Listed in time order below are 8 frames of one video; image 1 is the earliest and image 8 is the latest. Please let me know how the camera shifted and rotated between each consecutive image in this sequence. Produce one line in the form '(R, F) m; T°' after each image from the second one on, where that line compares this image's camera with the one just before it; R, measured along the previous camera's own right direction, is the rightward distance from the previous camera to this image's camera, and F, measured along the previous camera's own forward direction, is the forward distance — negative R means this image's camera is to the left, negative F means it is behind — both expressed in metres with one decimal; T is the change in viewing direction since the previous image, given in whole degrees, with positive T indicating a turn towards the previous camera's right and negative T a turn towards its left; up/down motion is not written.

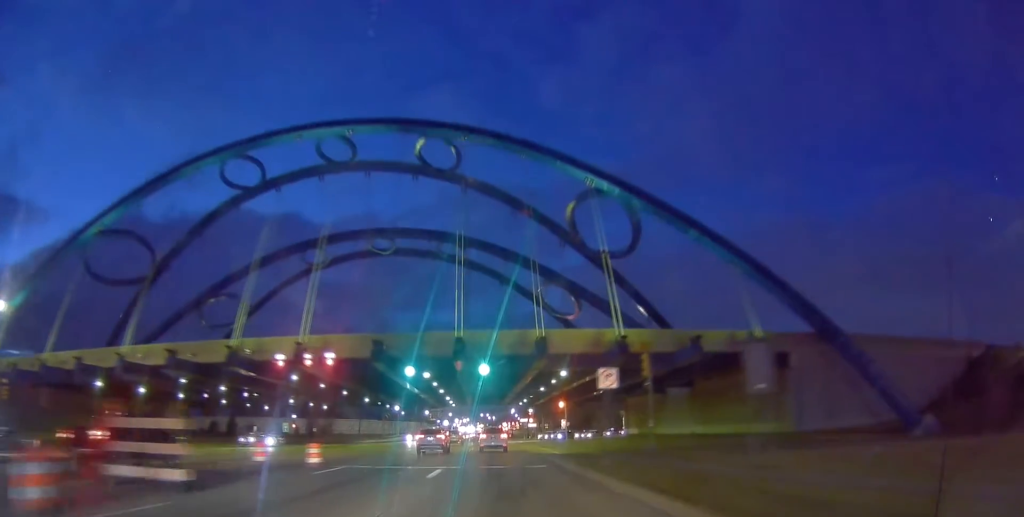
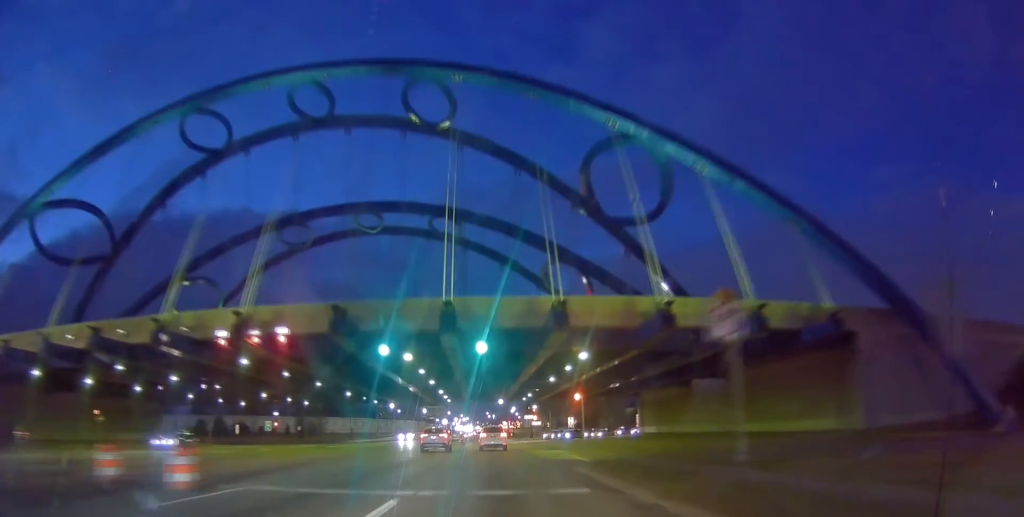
(0.0, +9.1) m; 0°
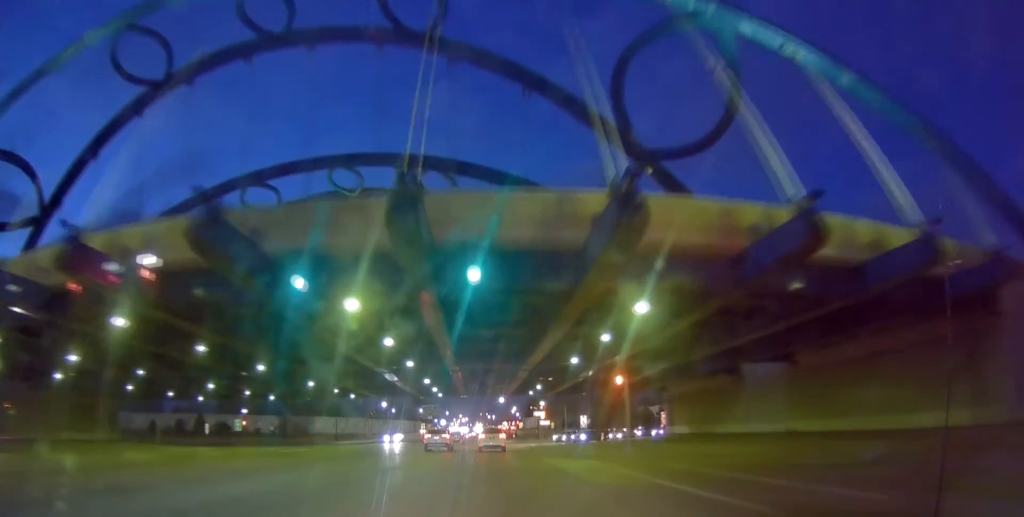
(0.0, +12.9) m; 0°
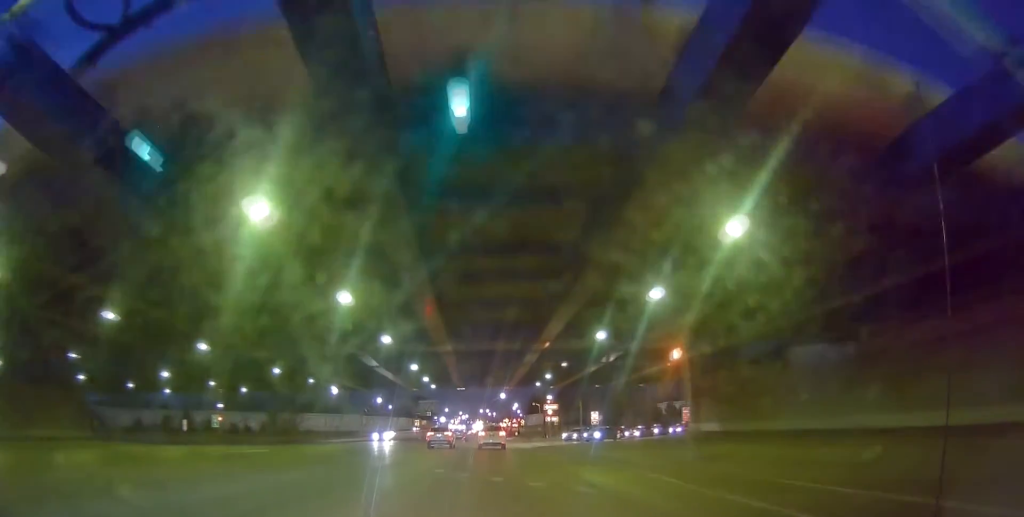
(0.0, +8.2) m; 0°
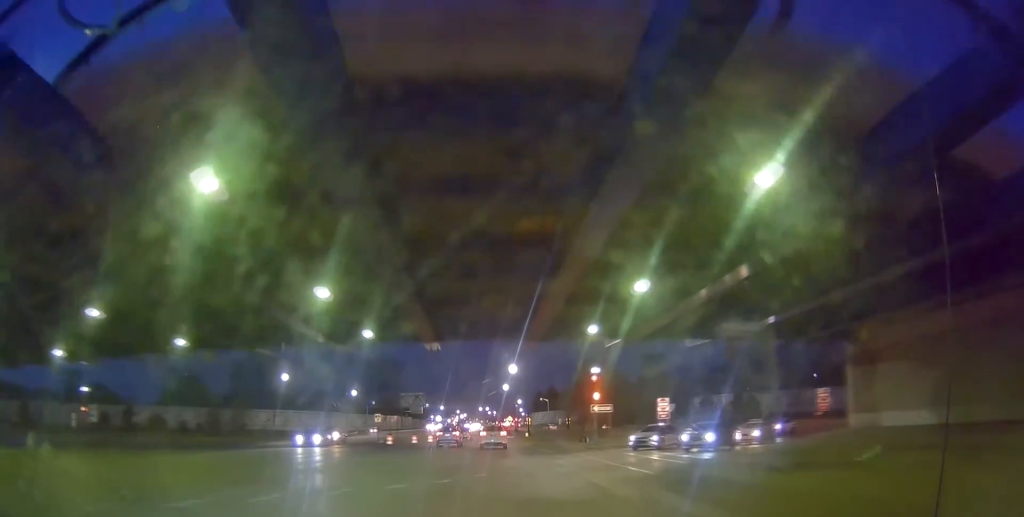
(0.0, +28.9) m; 0°
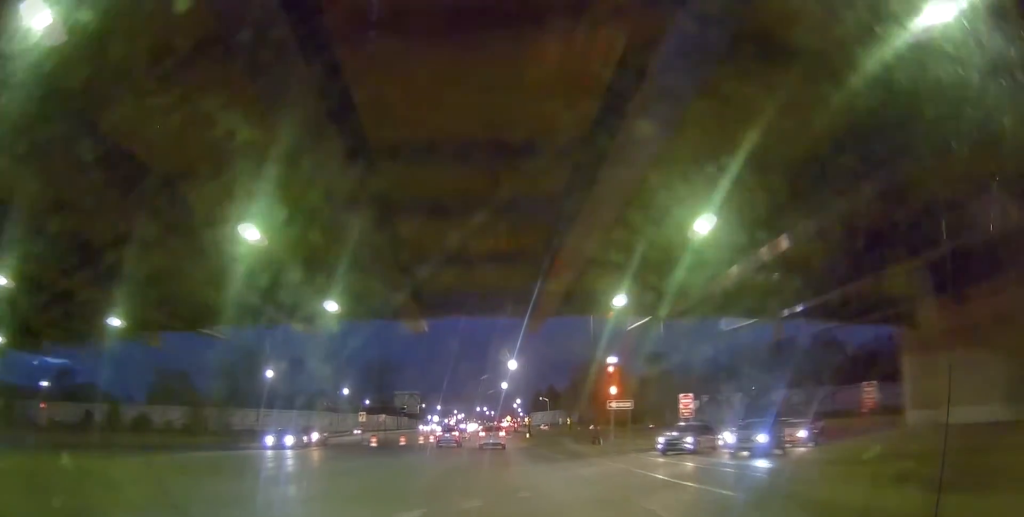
(0.0, +5.8) m; 0°
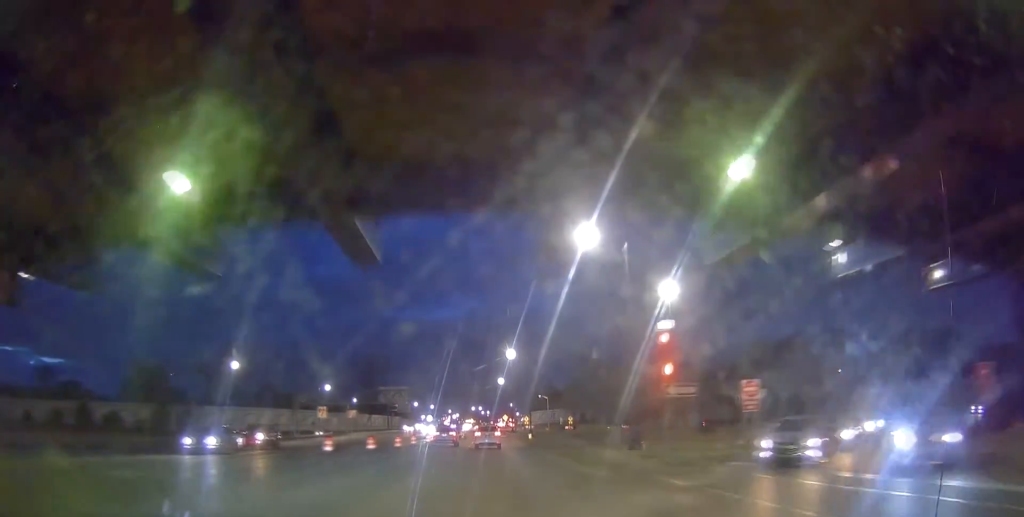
(0.0, +11.4) m; -1°
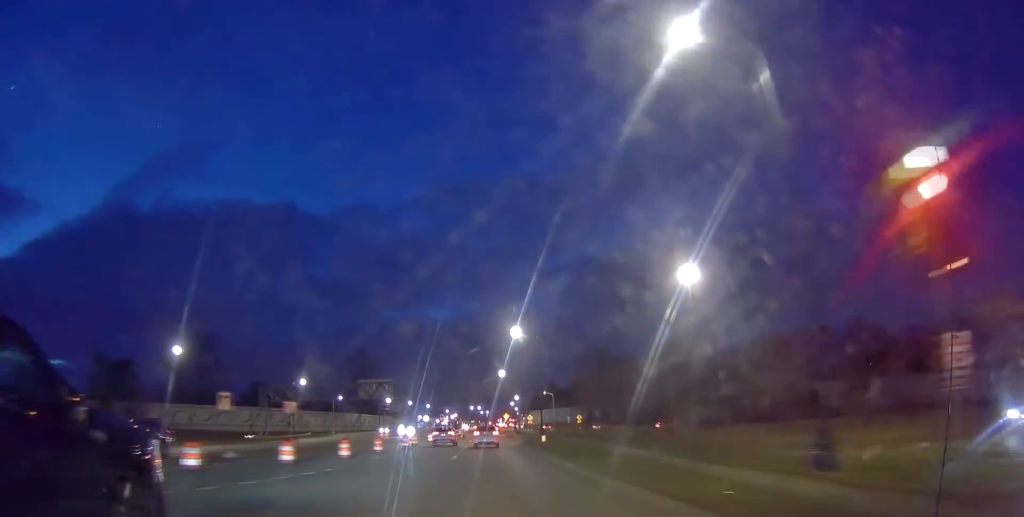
(-0.3, +15.3) m; -1°
